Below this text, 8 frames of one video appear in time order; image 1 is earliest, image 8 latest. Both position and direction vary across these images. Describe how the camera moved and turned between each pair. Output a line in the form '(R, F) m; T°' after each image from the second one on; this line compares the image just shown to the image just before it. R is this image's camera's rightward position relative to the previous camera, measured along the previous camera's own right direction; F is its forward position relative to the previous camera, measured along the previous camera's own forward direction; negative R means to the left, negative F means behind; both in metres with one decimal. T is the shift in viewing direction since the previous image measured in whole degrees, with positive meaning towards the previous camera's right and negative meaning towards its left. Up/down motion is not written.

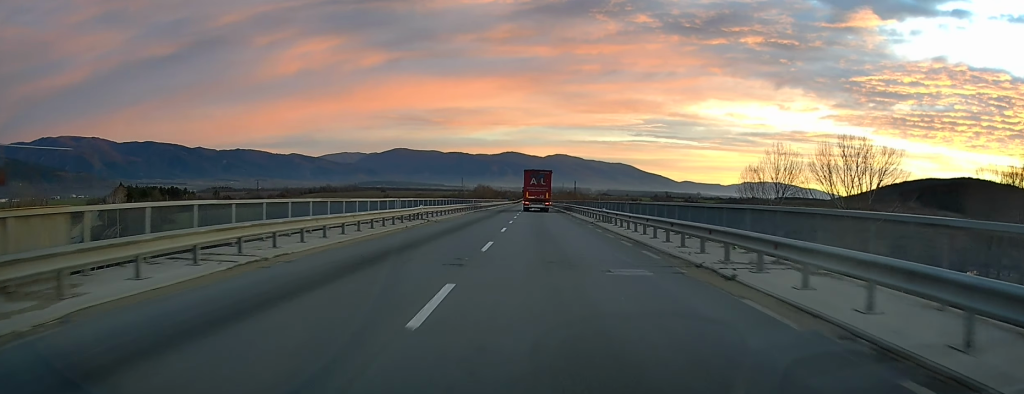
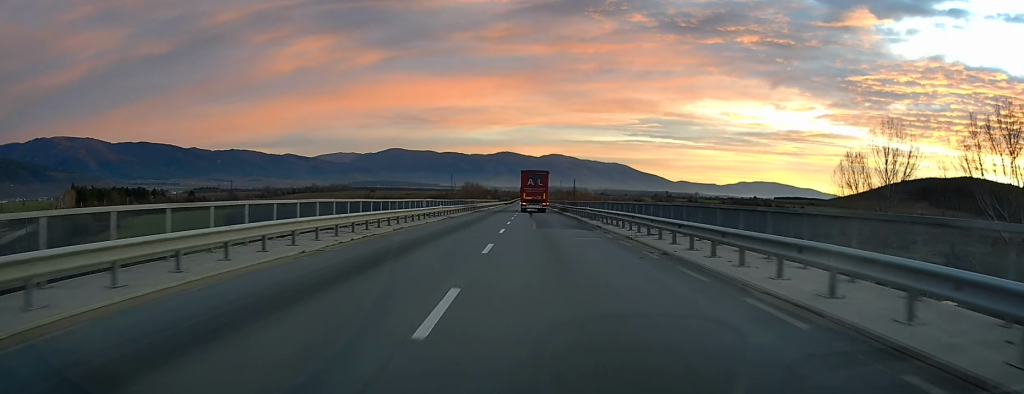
(-0.6, +36.5) m; -1°
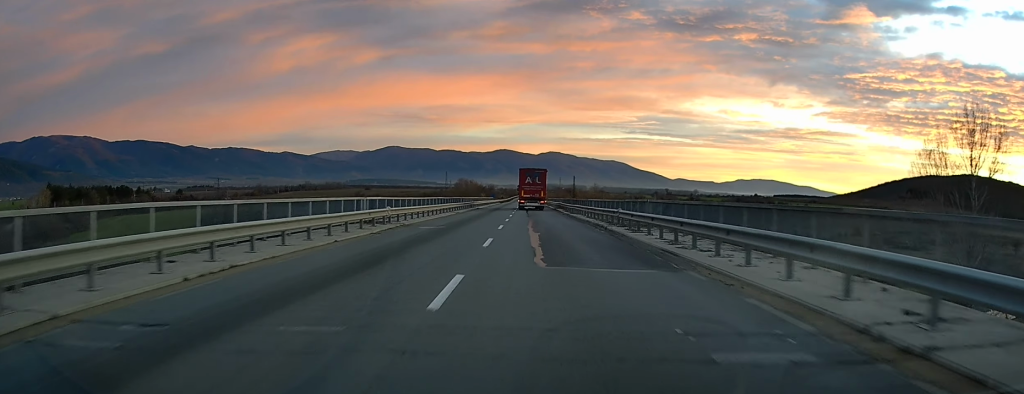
(+0.1, +16.6) m; +1°
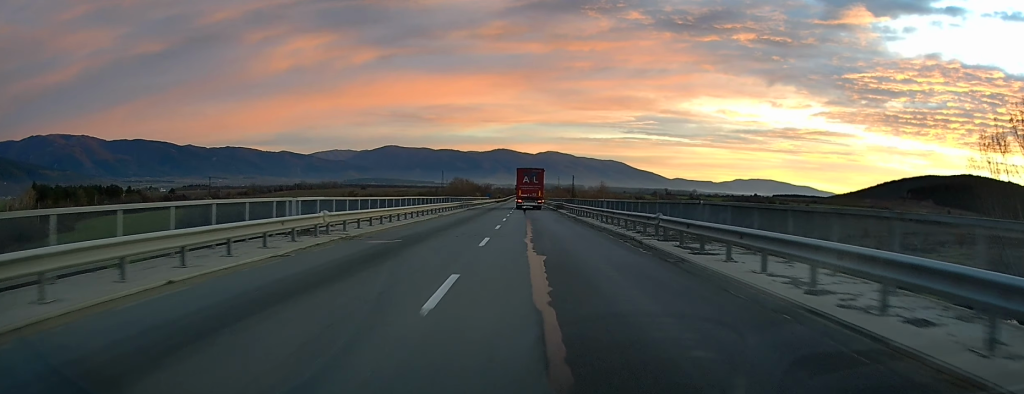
(0.0, +9.1) m; 0°
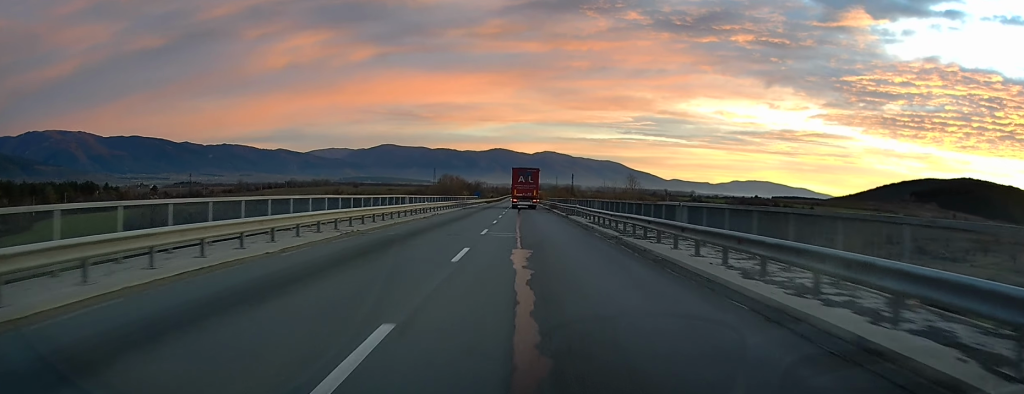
(+0.3, +21.9) m; 0°
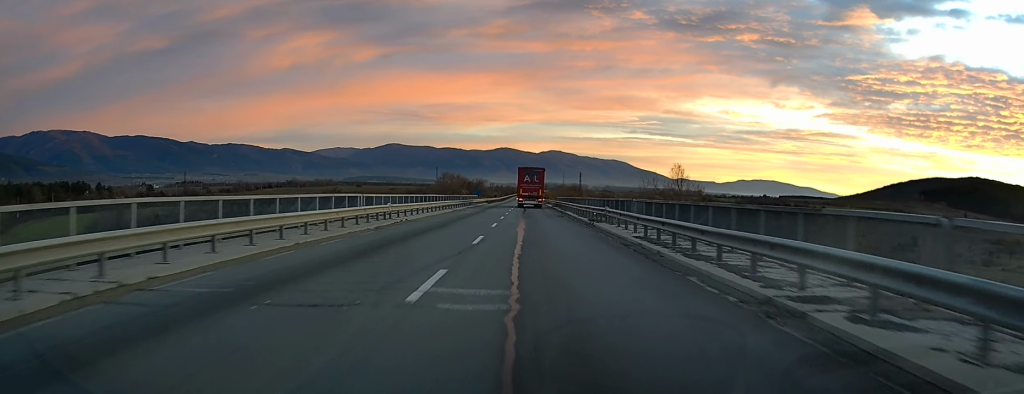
(0.0, +13.6) m; 0°
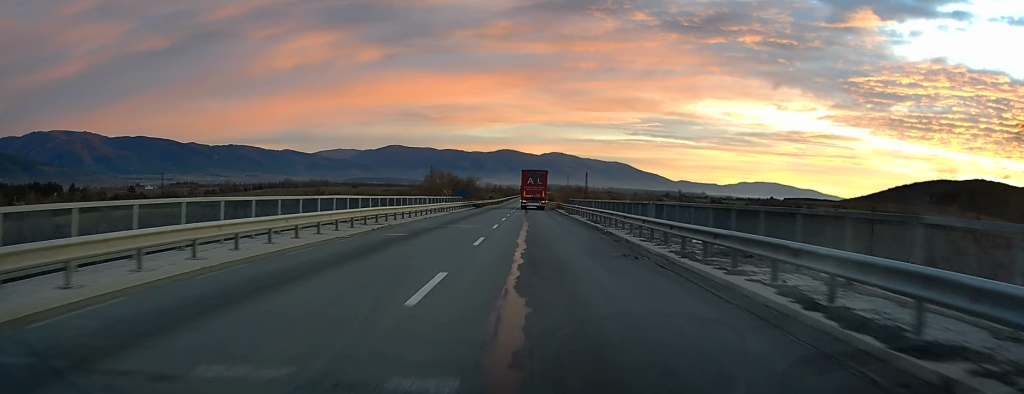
(-0.4, +27.2) m; -1°
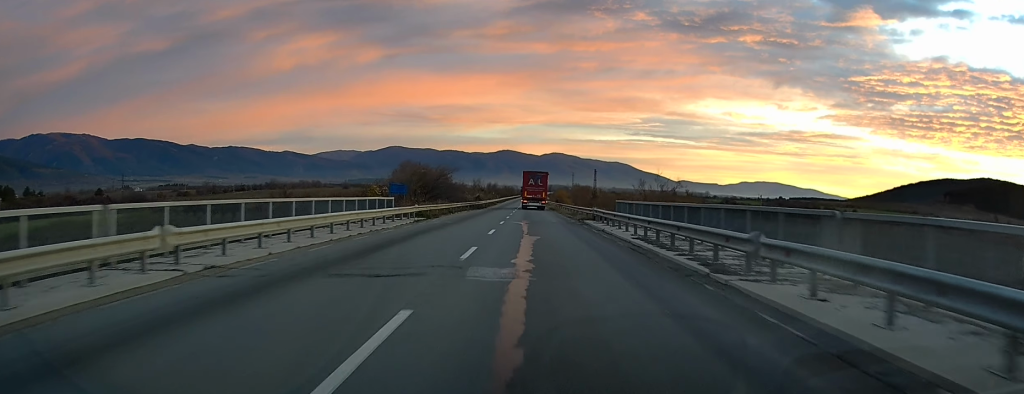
(+0.2, +39.6) m; 0°
